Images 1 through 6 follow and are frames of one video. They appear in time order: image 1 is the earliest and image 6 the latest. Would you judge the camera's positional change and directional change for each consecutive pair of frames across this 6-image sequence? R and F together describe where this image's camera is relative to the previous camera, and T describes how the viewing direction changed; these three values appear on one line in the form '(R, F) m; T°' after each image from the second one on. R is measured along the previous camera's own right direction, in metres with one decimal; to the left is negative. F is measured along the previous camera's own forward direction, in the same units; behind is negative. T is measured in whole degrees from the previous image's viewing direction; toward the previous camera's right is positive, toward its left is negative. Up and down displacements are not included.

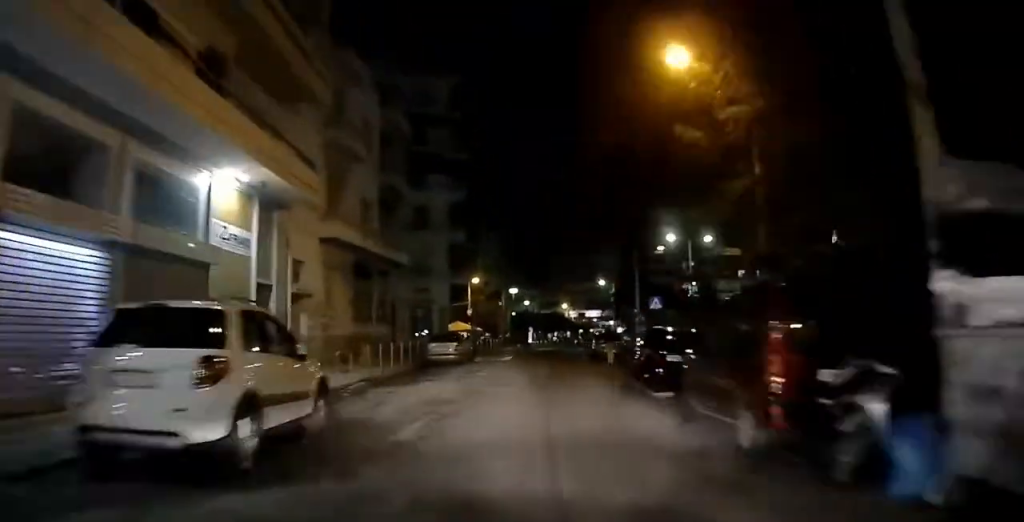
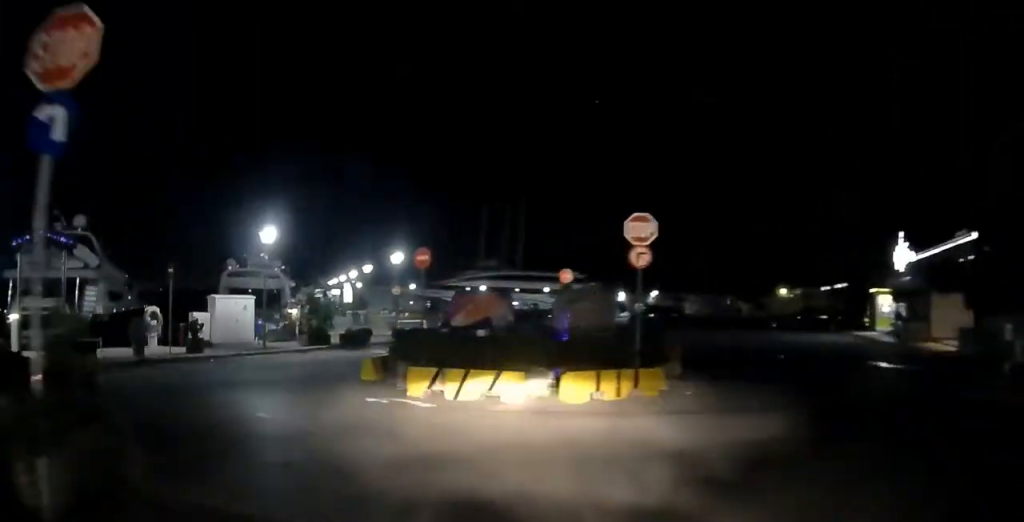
(+77.3, +10.6) m; +52°
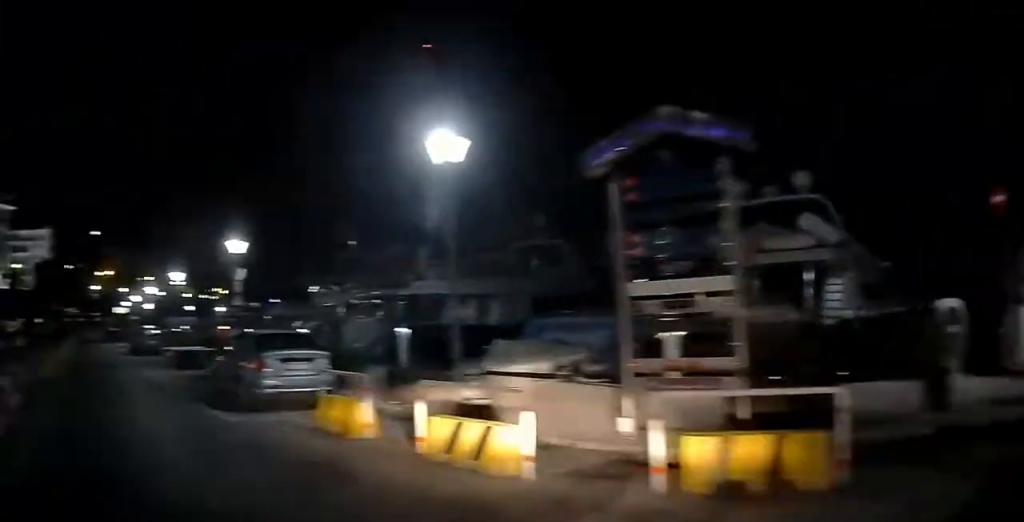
(-8.1, +13.5) m; -31°
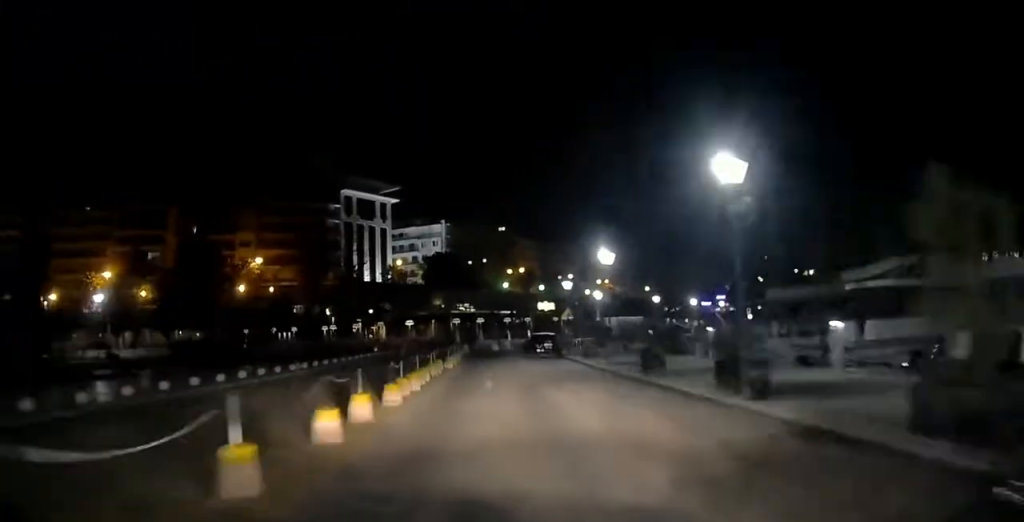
(-13.2, +34.1) m; -14°
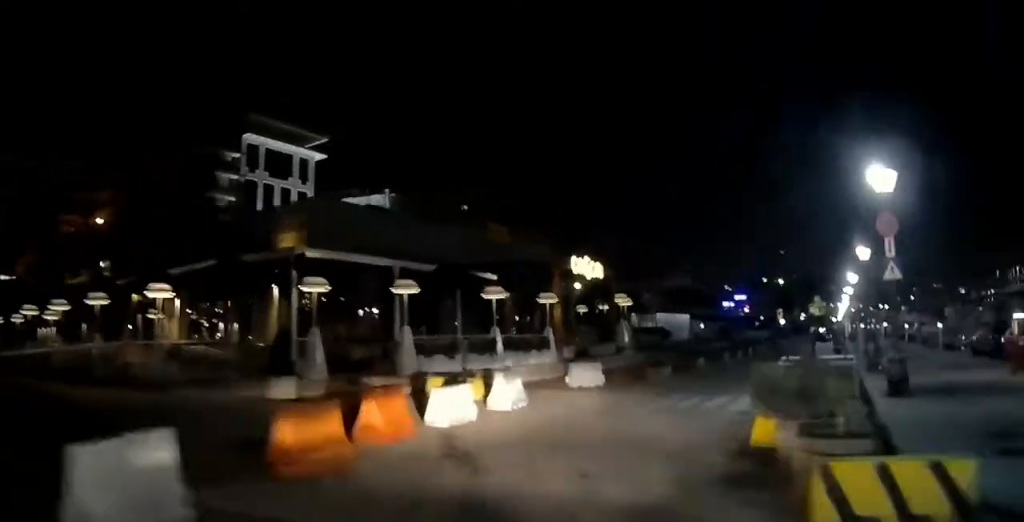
(+4.5, +35.5) m; +17°
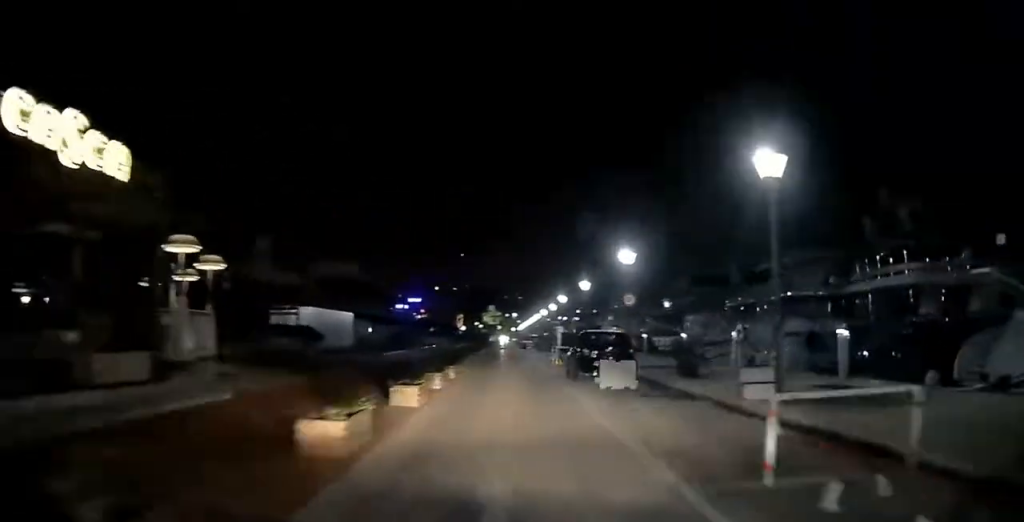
(+1.6, +19.7) m; +8°
